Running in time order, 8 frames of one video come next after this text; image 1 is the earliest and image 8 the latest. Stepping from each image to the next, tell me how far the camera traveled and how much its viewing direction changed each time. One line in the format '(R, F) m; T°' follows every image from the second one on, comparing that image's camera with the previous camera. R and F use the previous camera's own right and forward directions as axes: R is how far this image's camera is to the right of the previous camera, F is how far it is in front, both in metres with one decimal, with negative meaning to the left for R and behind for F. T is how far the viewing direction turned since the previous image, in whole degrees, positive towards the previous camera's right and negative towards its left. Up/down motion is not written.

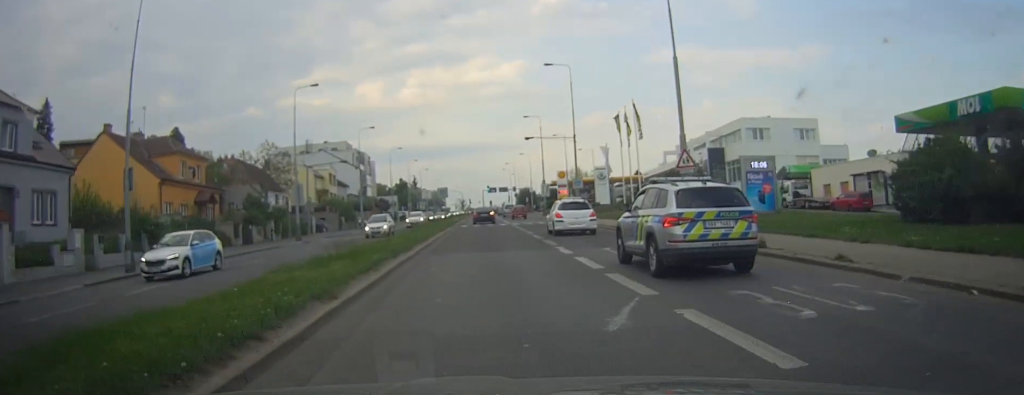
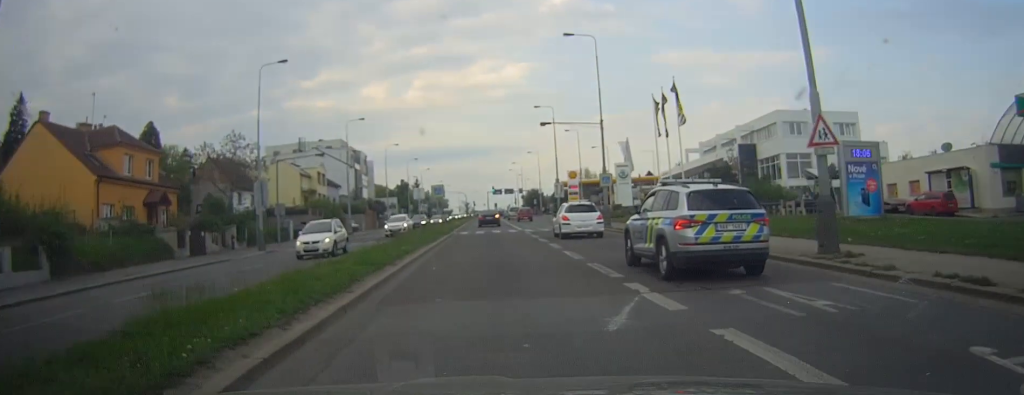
(0.0, +9.8) m; 0°
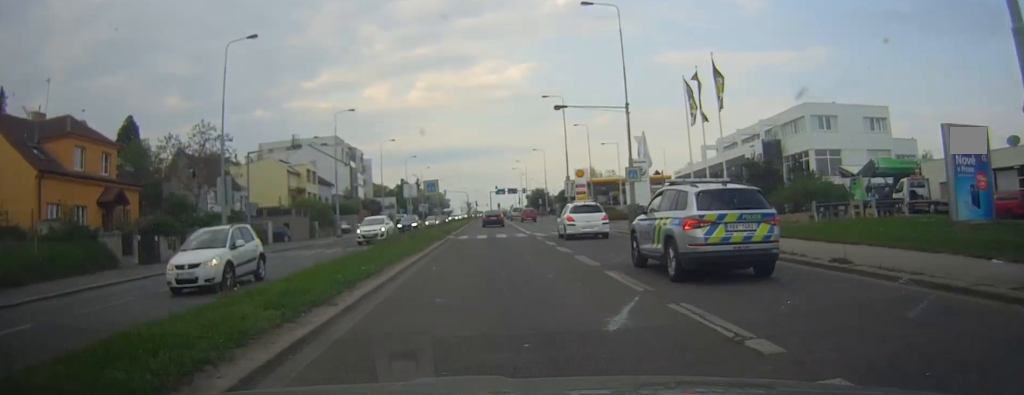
(0.0, +6.6) m; 0°
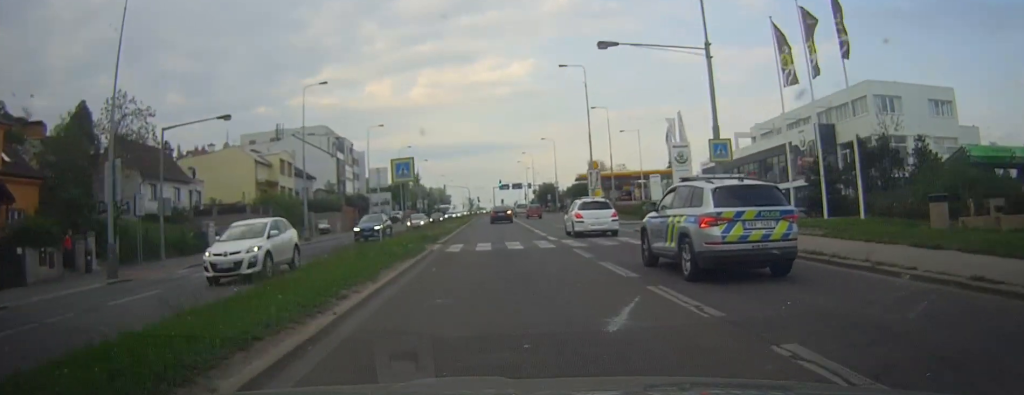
(-0.1, +12.2) m; -1°
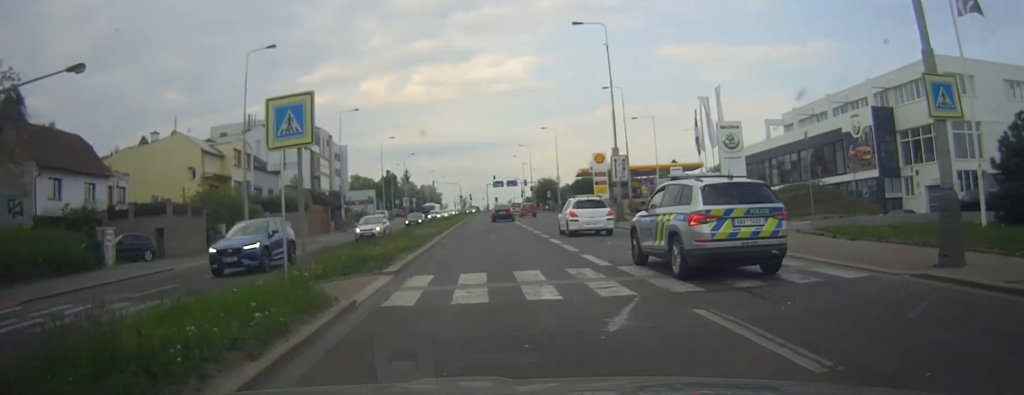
(-0.1, +11.9) m; +1°
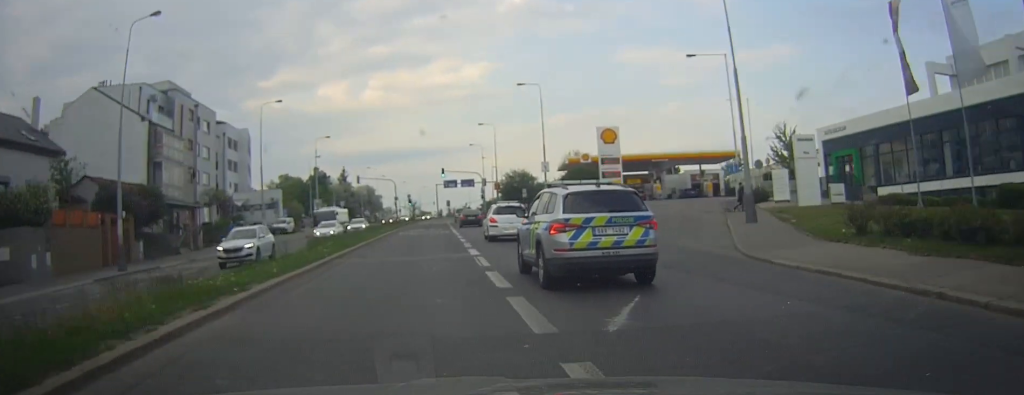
(+1.5, +36.7) m; +4°
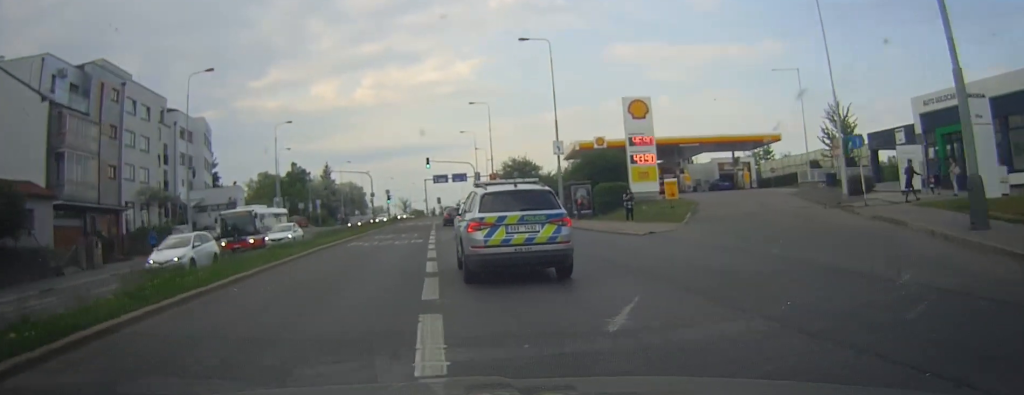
(0.0, +14.2) m; 0°
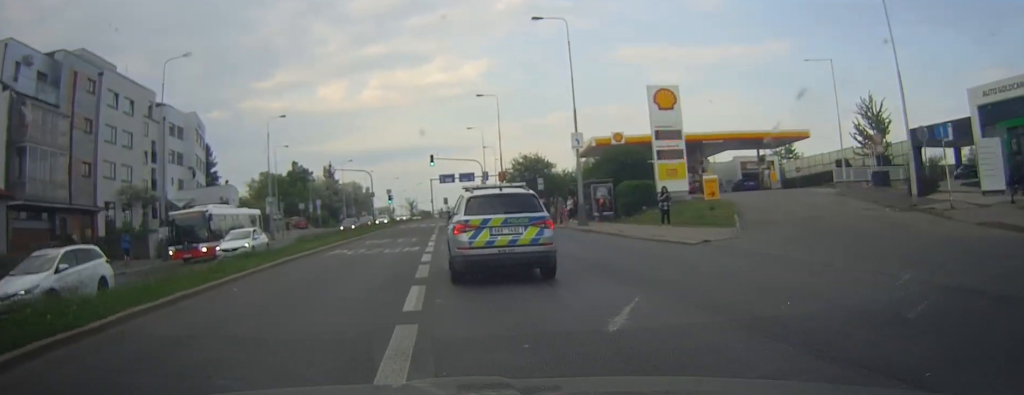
(0.0, +5.0) m; 0°
